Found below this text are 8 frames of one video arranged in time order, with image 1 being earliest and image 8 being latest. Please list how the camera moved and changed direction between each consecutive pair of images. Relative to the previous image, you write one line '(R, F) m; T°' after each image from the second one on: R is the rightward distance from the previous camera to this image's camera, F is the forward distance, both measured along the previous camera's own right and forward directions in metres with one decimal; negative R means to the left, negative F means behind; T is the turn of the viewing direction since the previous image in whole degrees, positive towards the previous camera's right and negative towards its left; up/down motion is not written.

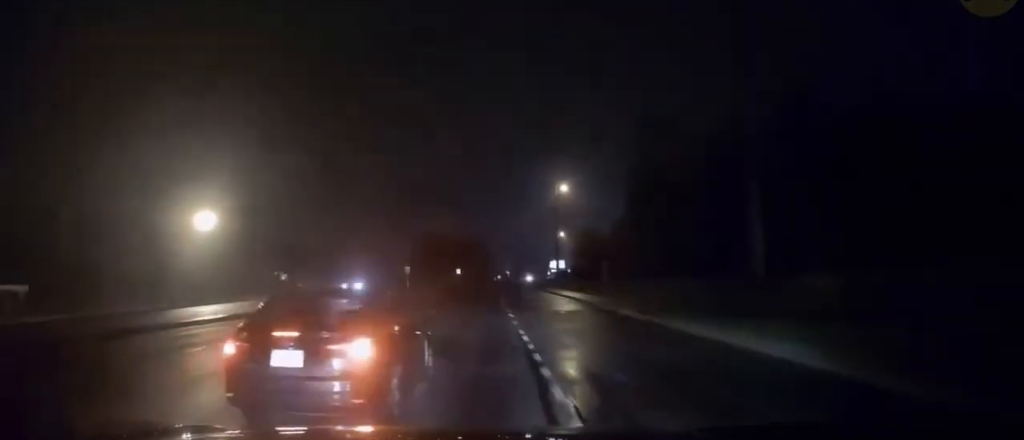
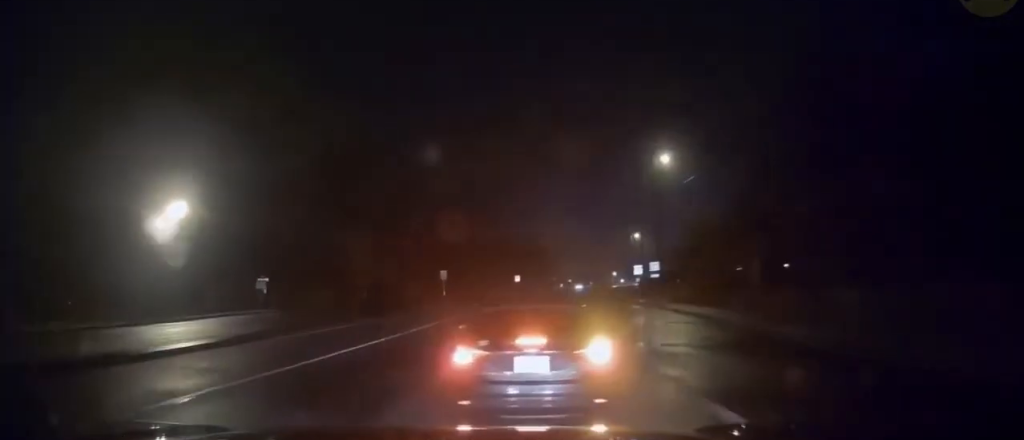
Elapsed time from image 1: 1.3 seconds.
(-0.7, +24.8) m; -3°
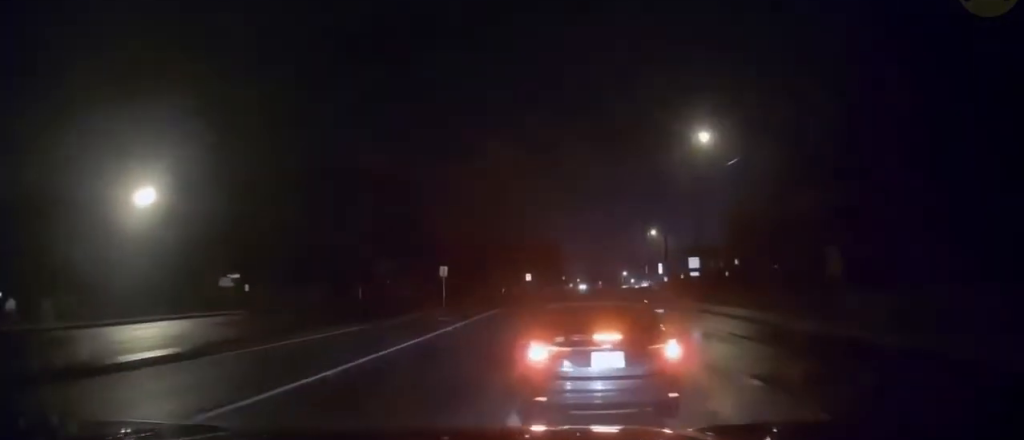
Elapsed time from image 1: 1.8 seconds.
(0.0, +8.9) m; 0°
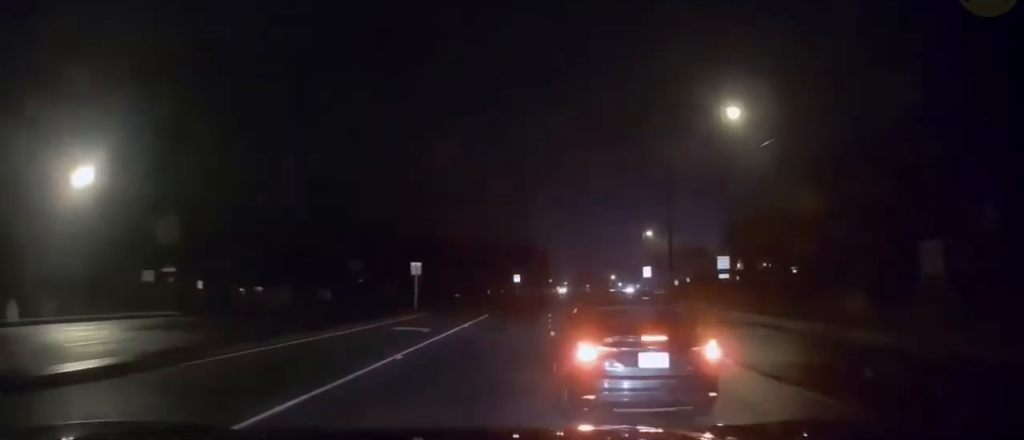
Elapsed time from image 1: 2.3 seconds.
(-0.2, +8.9) m; 0°
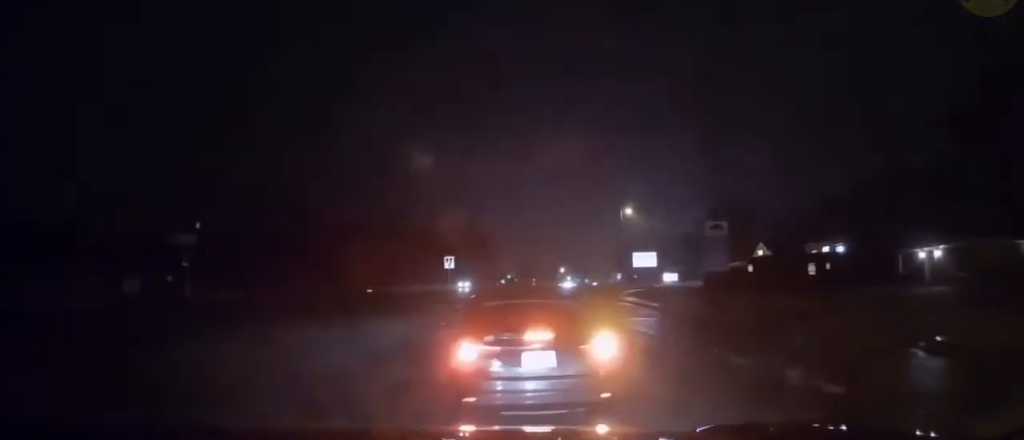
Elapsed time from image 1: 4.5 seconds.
(+1.9, +33.1) m; +9°
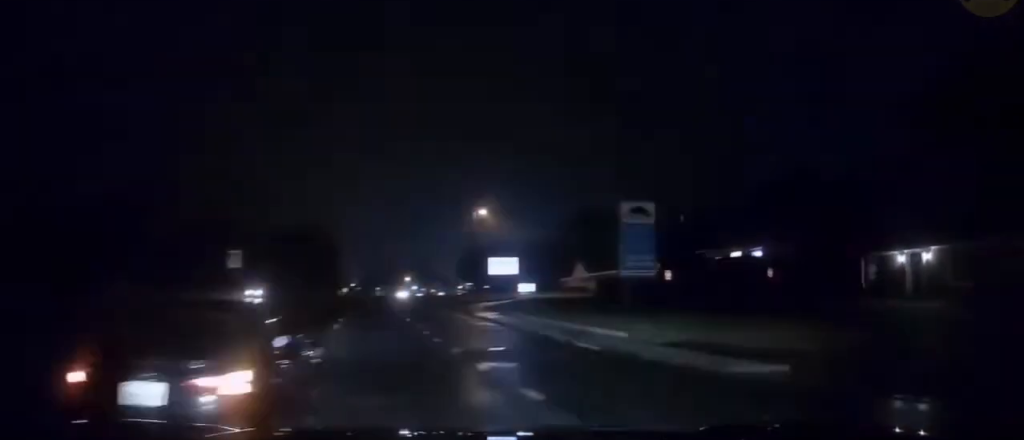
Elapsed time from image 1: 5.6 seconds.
(+0.7, +13.6) m; +6°
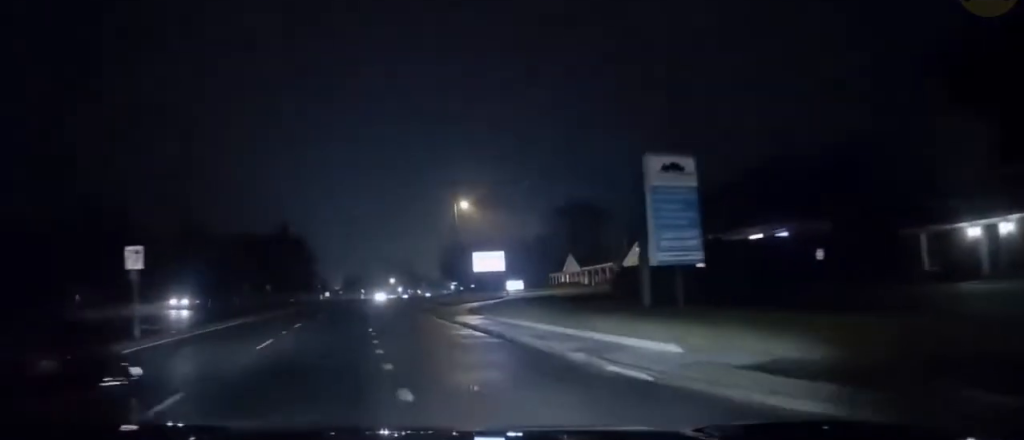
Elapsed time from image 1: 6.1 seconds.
(+0.3, +7.5) m; 0°
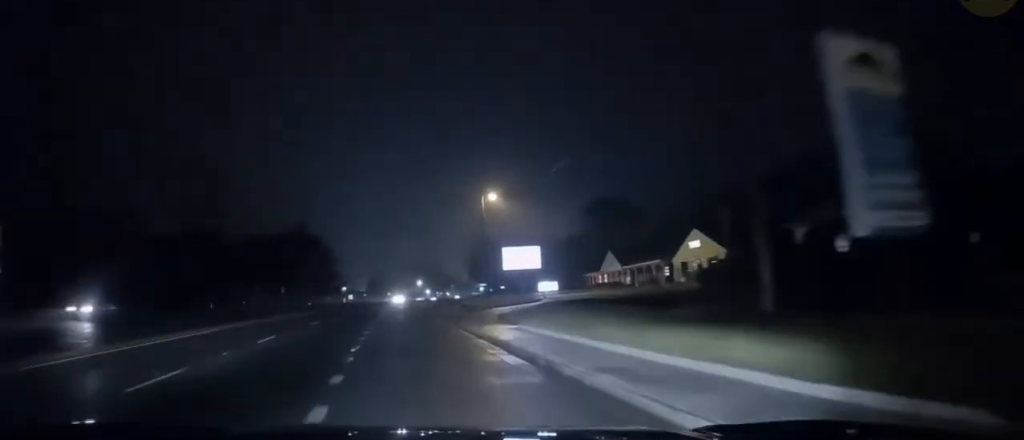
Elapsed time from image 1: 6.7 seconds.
(+0.3, +8.3) m; 0°
